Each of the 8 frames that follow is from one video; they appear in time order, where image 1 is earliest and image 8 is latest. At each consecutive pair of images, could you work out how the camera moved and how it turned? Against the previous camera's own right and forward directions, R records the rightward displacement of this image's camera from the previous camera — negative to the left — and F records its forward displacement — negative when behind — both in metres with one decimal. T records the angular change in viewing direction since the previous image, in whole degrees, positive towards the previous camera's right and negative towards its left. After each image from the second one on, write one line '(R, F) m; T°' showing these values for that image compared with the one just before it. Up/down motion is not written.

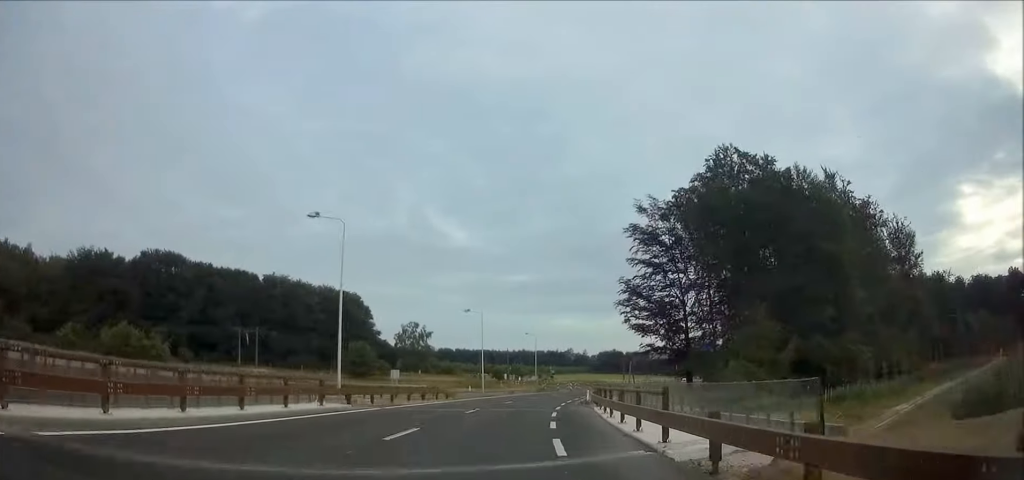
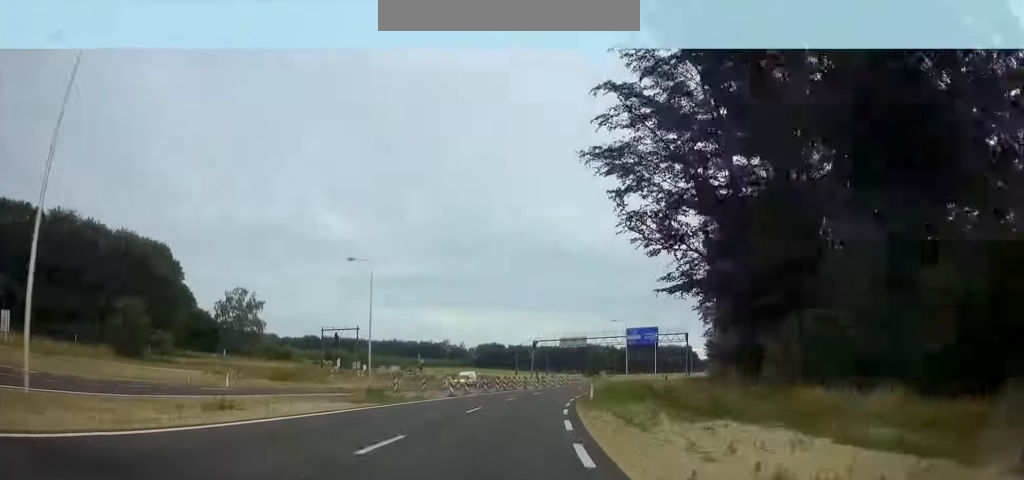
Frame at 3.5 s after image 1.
(+4.6, +49.0) m; +12°
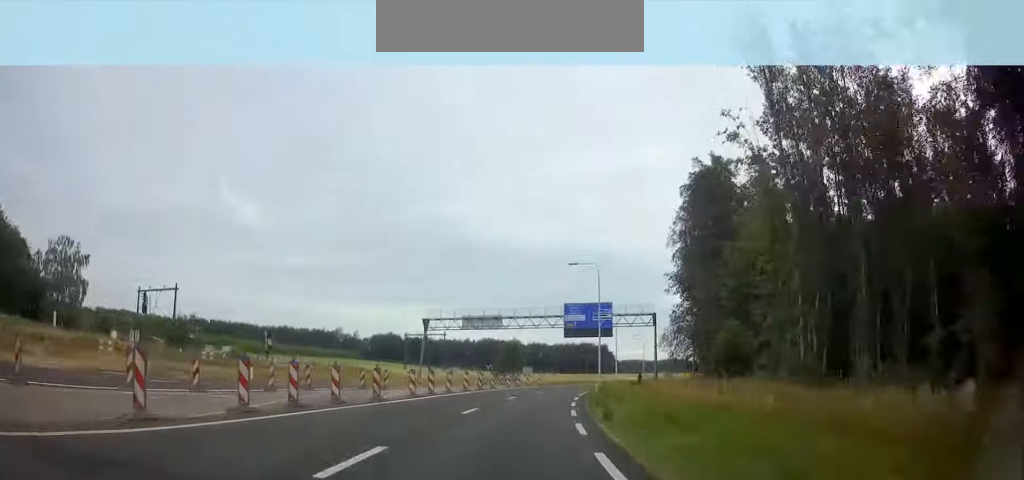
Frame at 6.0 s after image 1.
(+3.4, +38.2) m; +9°
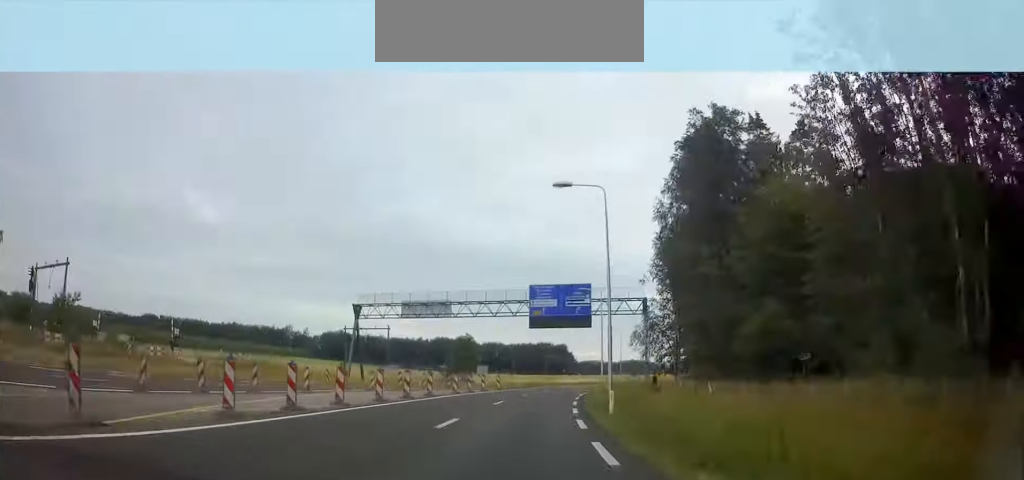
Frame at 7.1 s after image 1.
(+0.3, +16.9) m; +4°
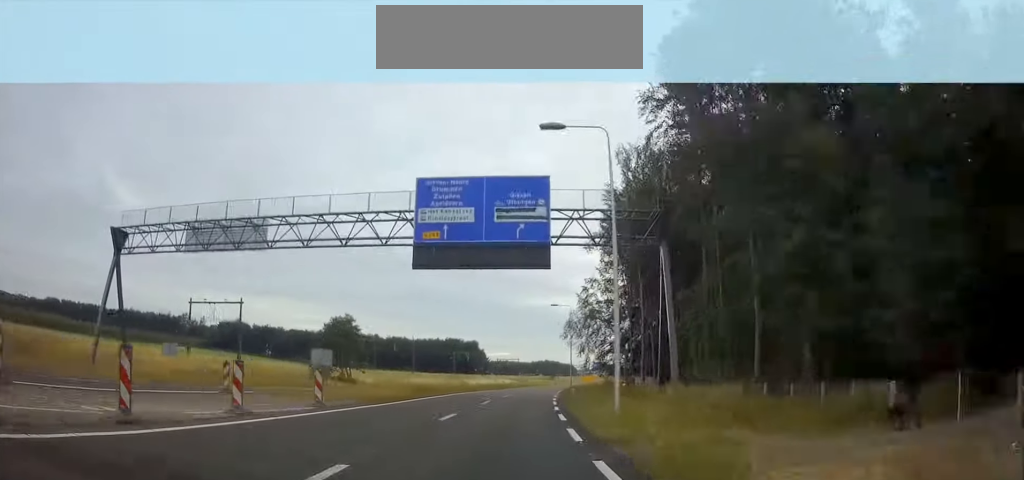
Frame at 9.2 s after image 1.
(+2.2, +33.6) m; +6°
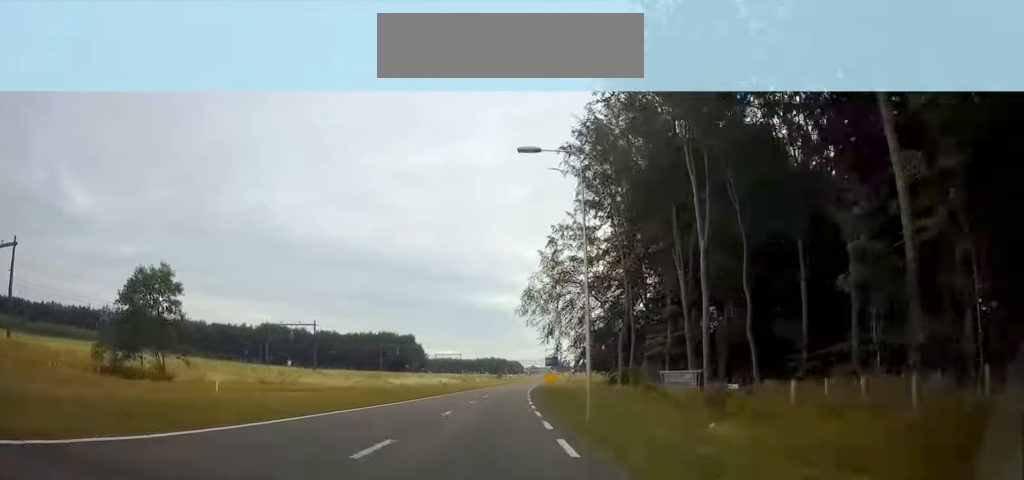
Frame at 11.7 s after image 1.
(+2.0, +39.7) m; +4°
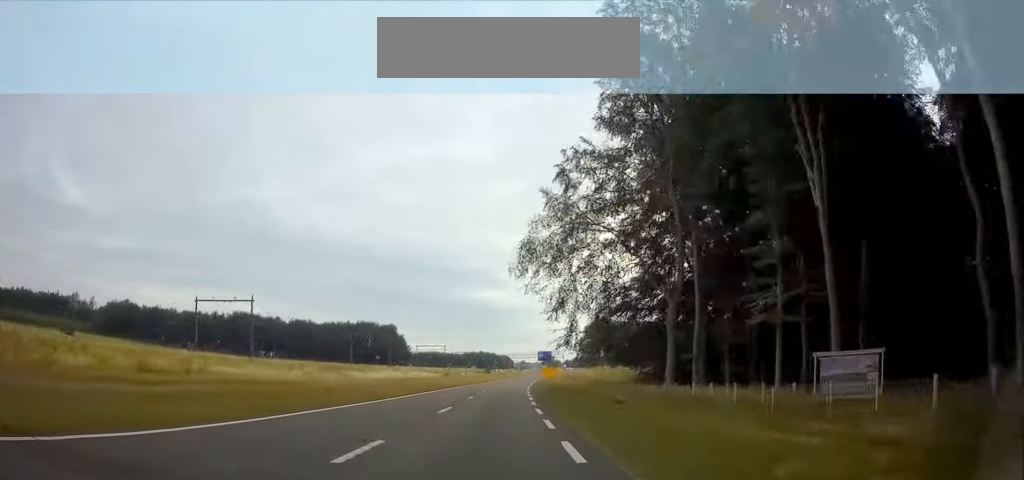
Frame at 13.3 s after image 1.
(+0.4, +25.0) m; +2°
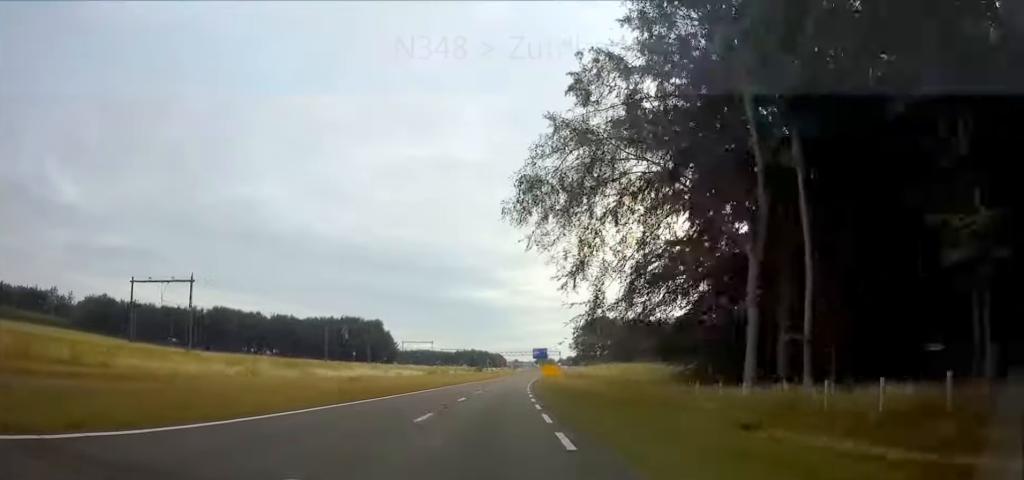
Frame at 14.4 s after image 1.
(+0.2, +16.6) m; 0°
